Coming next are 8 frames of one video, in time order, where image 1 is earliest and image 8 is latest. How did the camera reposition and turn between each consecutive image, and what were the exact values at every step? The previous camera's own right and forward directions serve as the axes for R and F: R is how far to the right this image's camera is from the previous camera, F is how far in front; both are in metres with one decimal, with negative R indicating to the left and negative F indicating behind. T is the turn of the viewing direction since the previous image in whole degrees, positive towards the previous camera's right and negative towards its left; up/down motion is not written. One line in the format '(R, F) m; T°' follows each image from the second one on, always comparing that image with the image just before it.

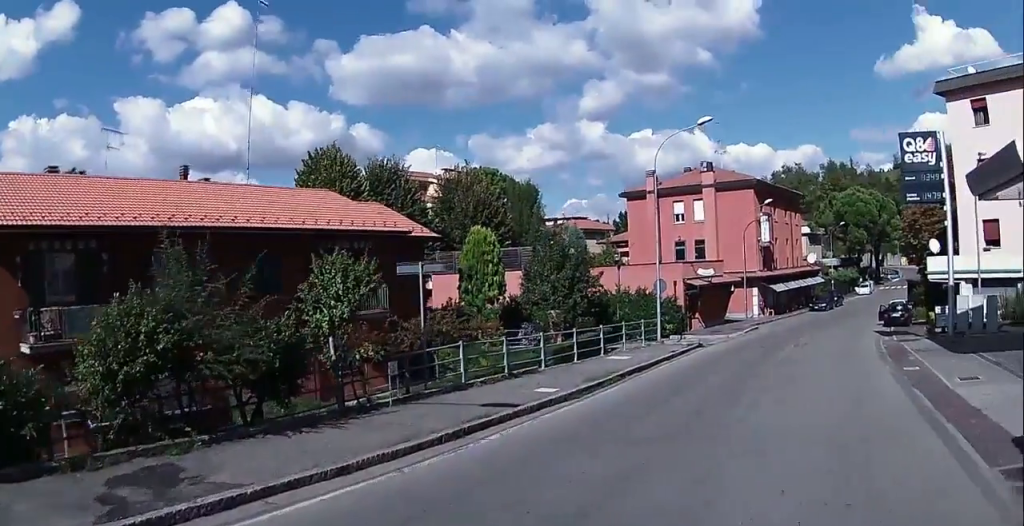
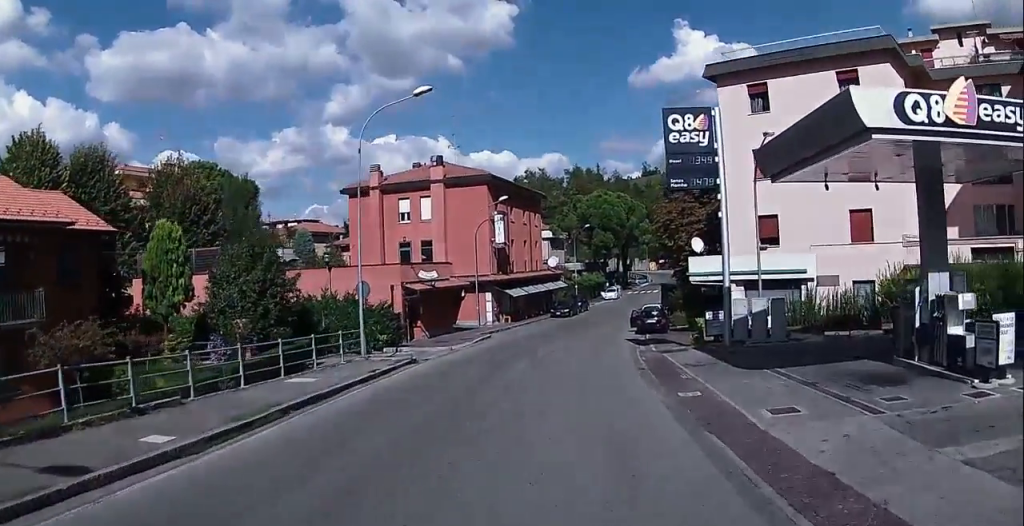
(+0.4, +4.8) m; +10°
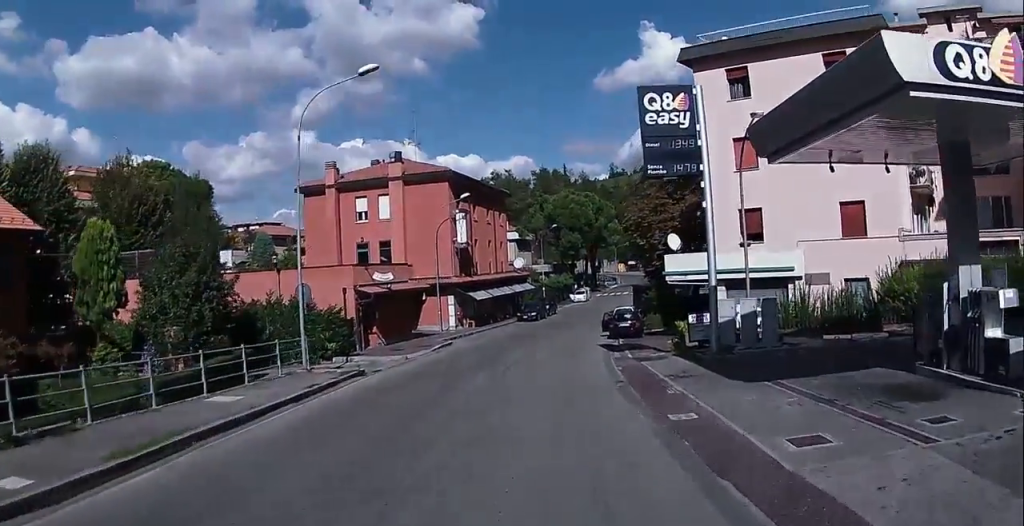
(+0.1, +2.7) m; +2°
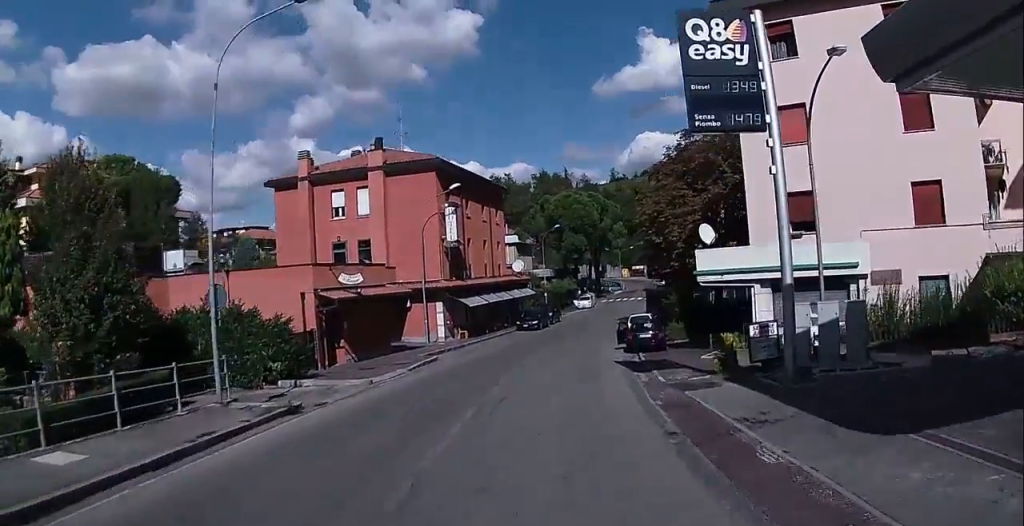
(+0.1, +5.5) m; -1°
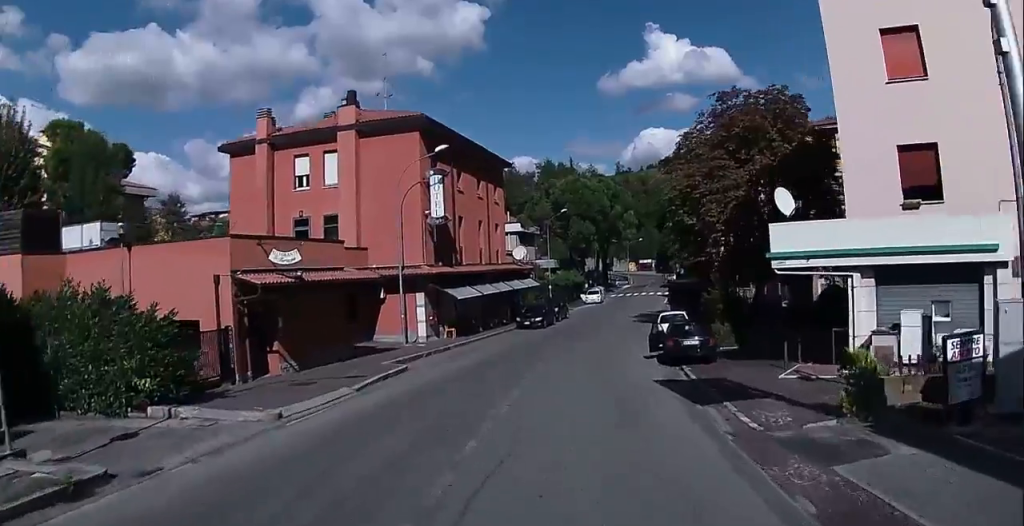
(-0.2, +7.3) m; 0°
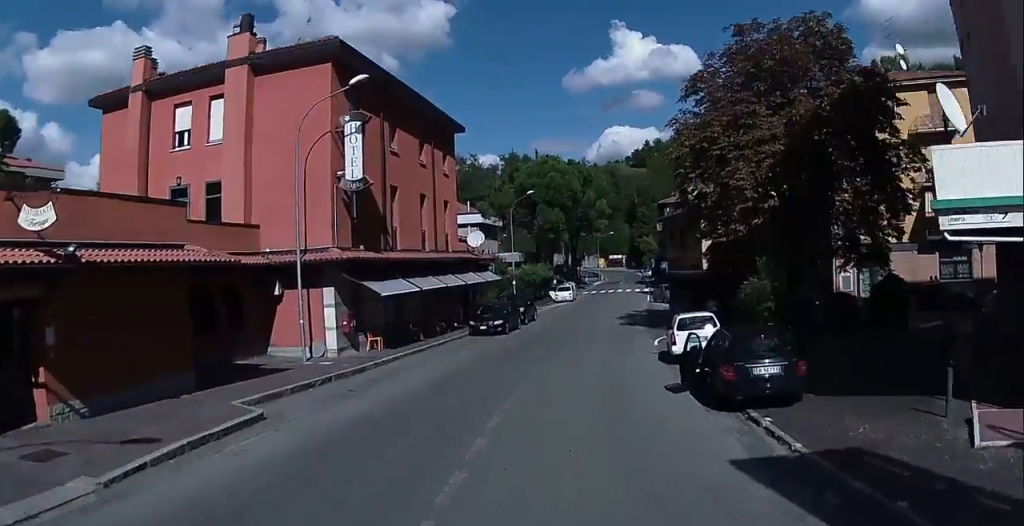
(+0.2, +9.3) m; +2°
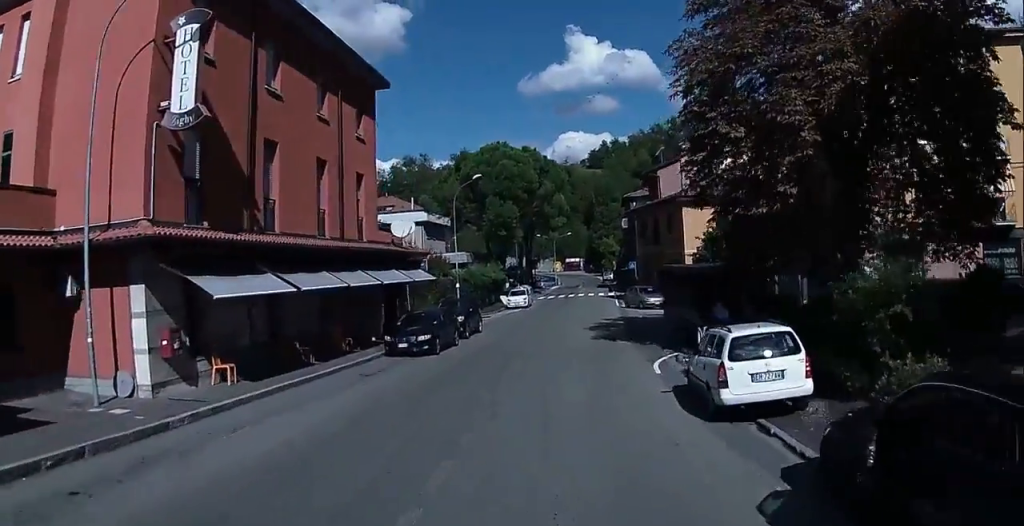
(+0.2, +8.8) m; +5°
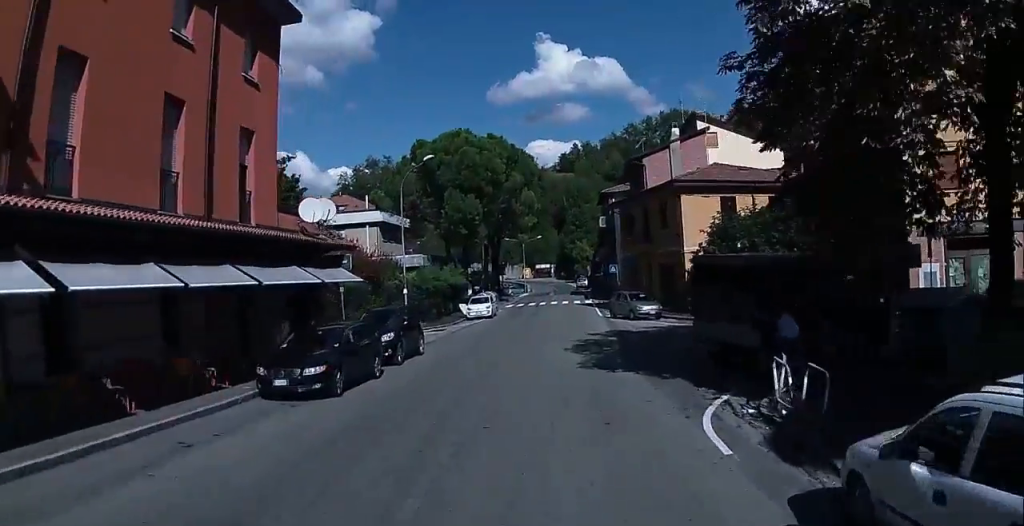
(+0.4, +8.1) m; +2°
